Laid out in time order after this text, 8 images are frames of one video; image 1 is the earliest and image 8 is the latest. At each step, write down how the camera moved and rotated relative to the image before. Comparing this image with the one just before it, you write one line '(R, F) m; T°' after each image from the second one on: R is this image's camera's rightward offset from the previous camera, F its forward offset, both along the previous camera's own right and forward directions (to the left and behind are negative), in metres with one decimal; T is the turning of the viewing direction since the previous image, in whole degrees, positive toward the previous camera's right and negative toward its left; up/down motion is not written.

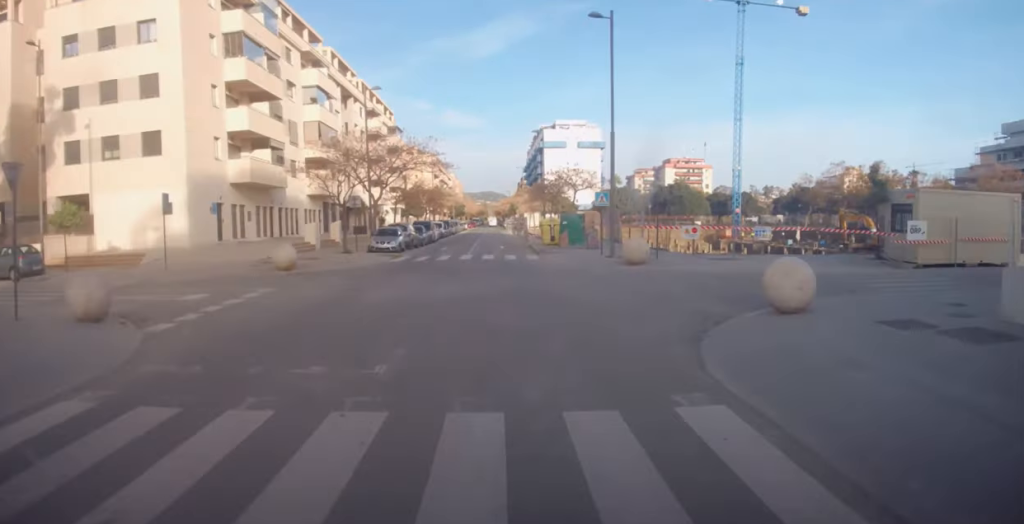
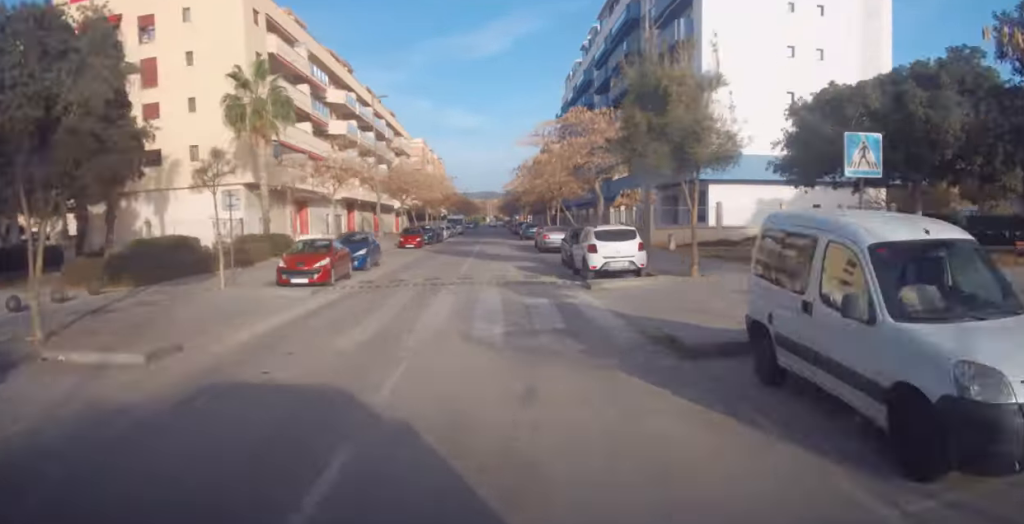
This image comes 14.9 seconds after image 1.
(+0.5, +109.9) m; 0°
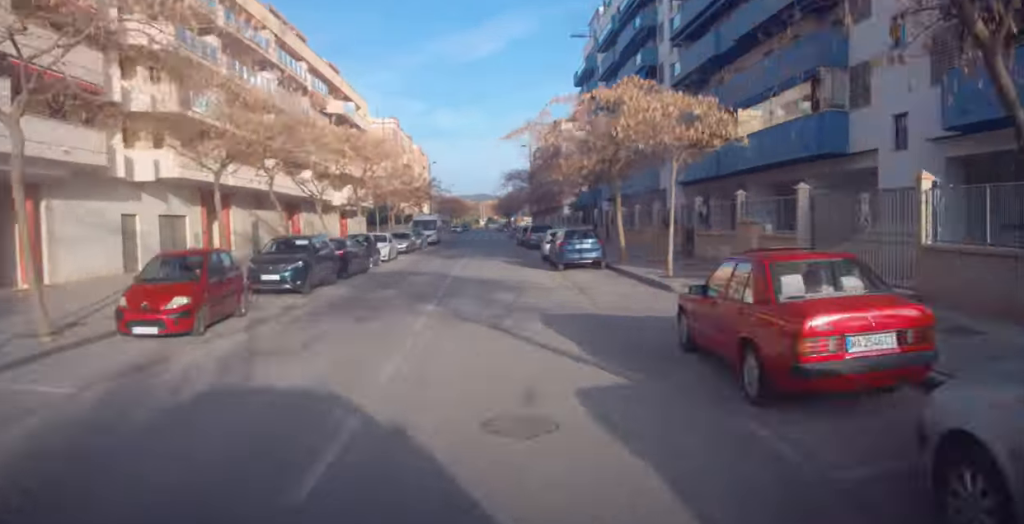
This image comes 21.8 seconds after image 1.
(+0.3, +45.8) m; +2°
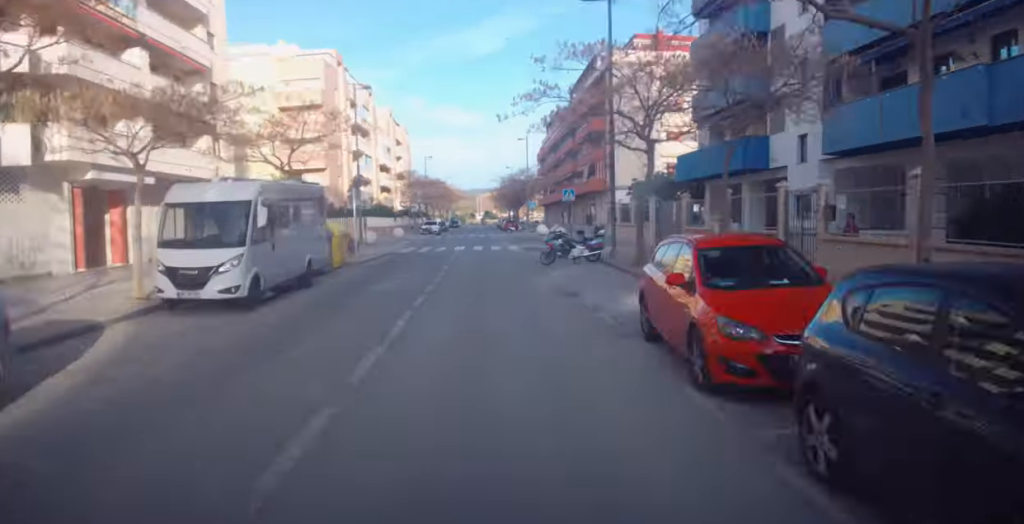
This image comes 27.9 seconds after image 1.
(+1.0, +37.8) m; +15°
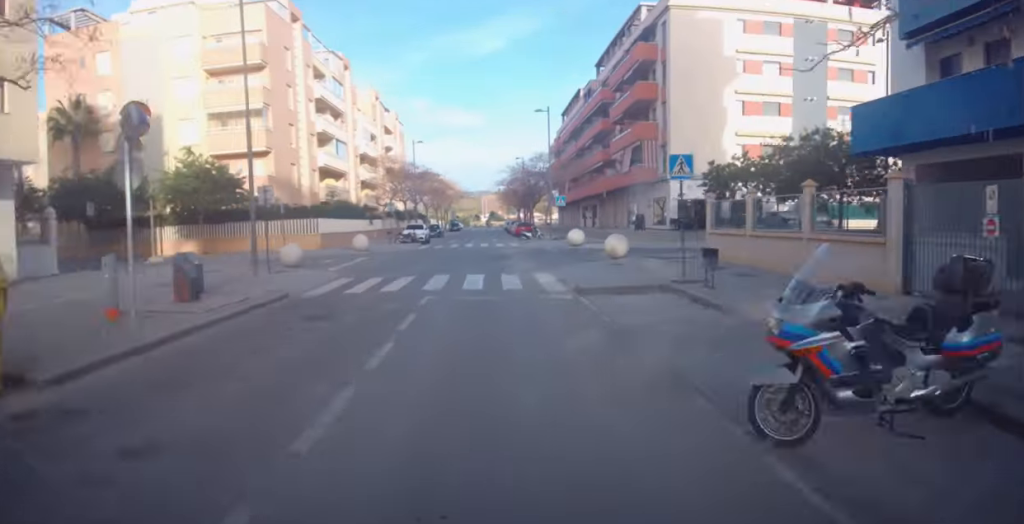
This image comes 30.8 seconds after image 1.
(+1.4, +15.8) m; +14°
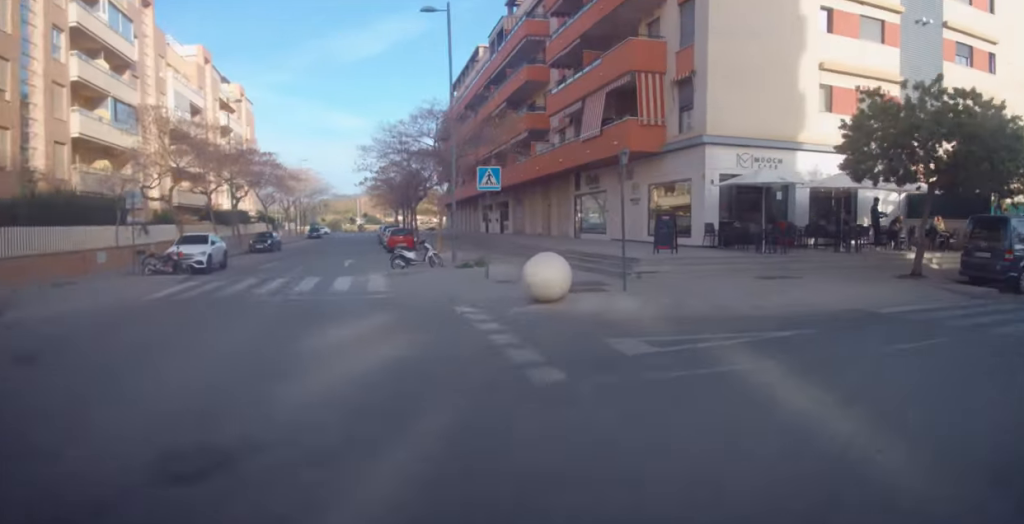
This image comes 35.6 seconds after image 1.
(+4.0, +25.0) m; +32°
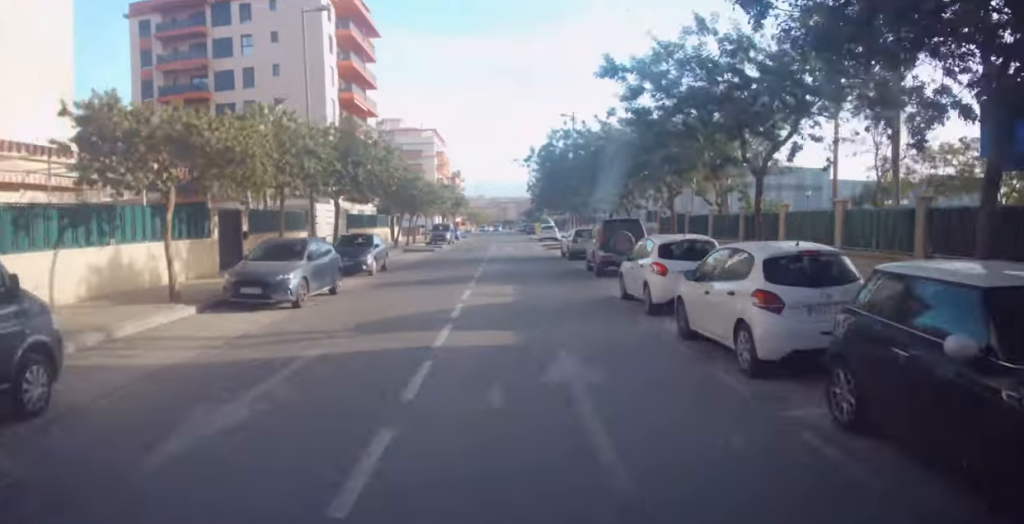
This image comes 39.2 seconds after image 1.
(+7.1, +19.7) m; +14°
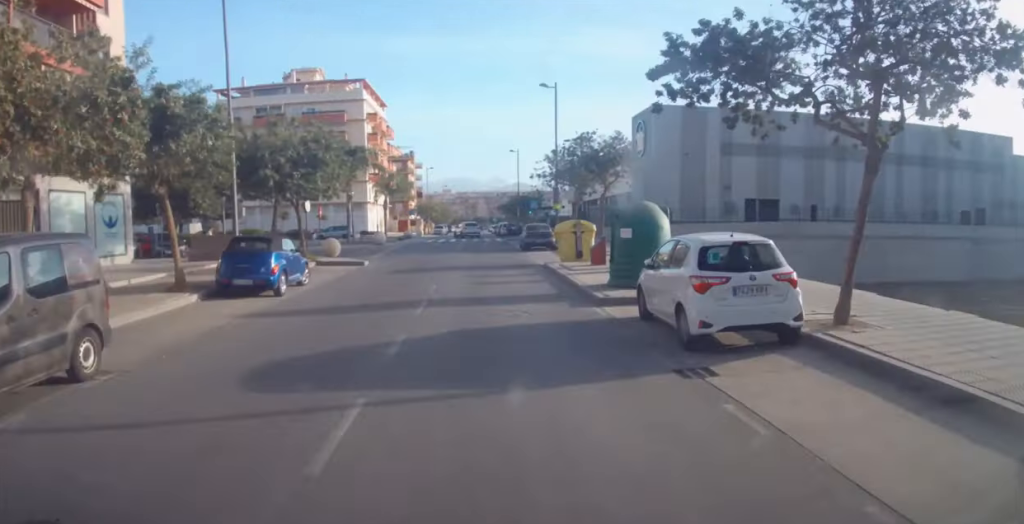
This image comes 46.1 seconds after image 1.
(+9.9, +42.8) m; +5°
